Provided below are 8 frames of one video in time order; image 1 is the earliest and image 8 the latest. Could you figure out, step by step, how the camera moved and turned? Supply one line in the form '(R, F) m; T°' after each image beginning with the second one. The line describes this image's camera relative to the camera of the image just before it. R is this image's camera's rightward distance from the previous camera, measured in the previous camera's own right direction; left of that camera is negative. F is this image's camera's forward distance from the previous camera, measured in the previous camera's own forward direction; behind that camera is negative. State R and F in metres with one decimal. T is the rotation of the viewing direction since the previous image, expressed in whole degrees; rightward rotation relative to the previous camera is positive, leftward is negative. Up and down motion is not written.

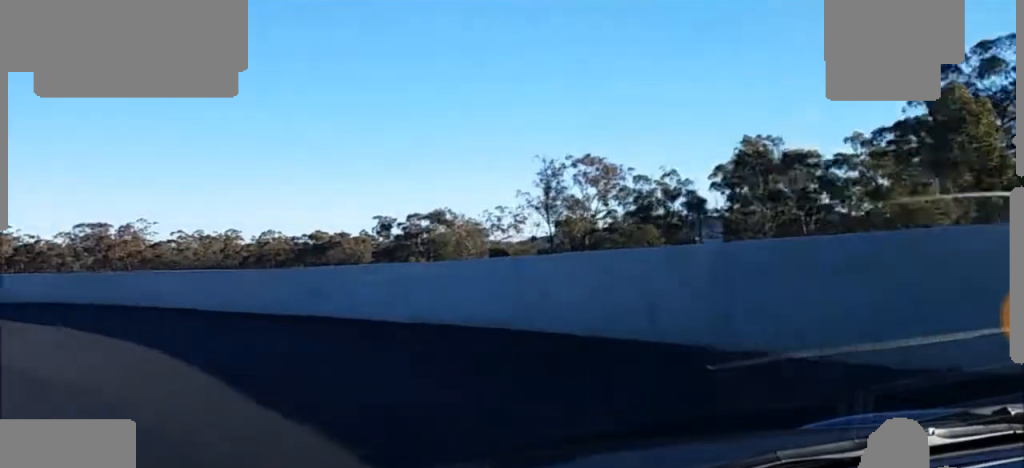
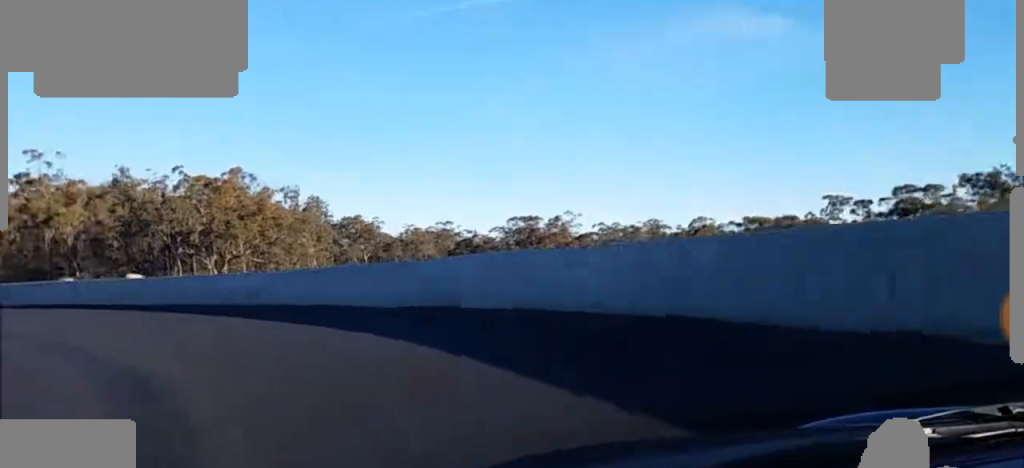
(-2.4, +23.6) m; -21°
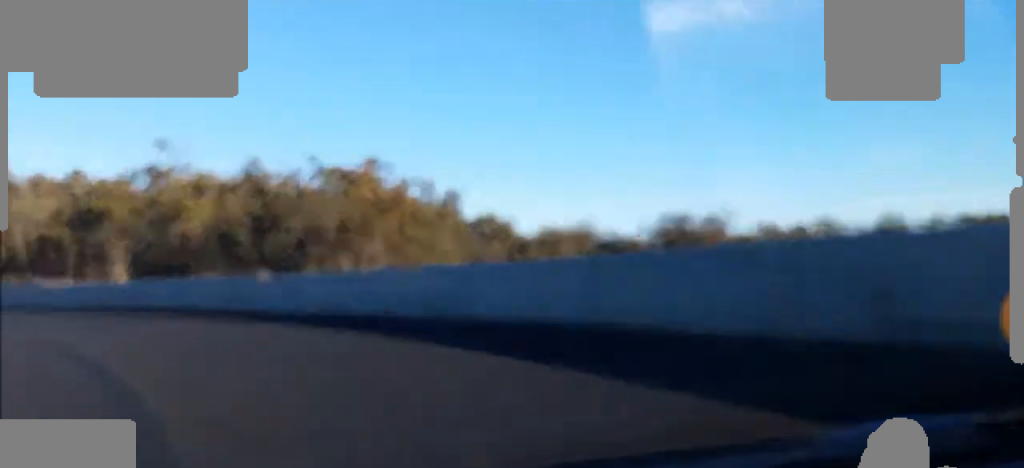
(-2.2, +10.4) m; -8°
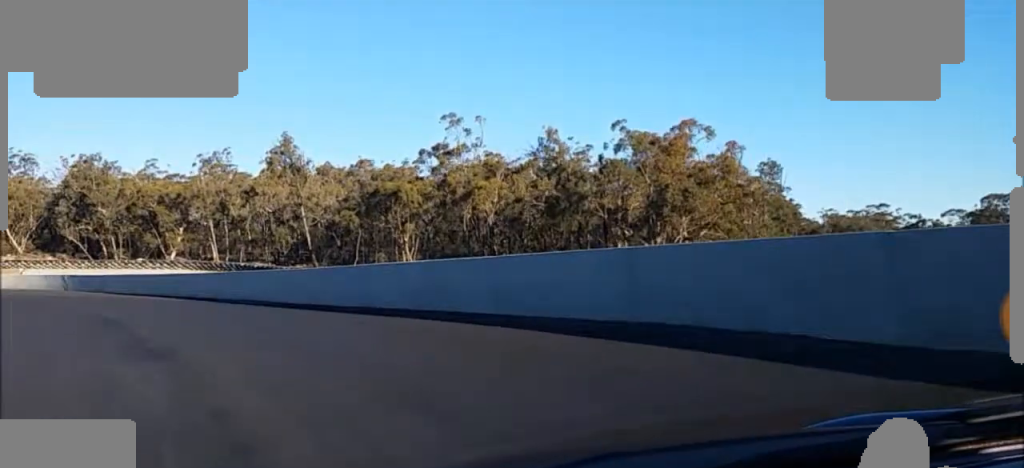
(-2.7, +20.2) m; -16°
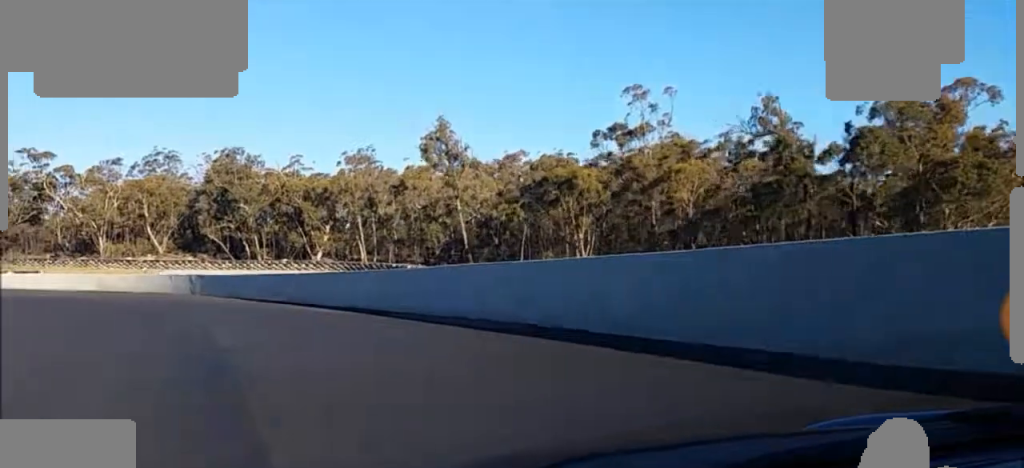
(+0.9, +13.7) m; -10°
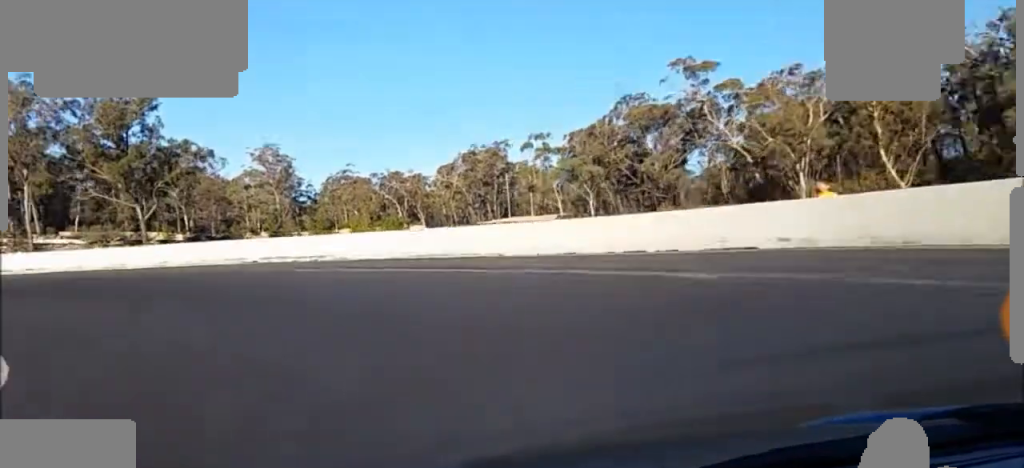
(-21.8, +51.2) m; -40°
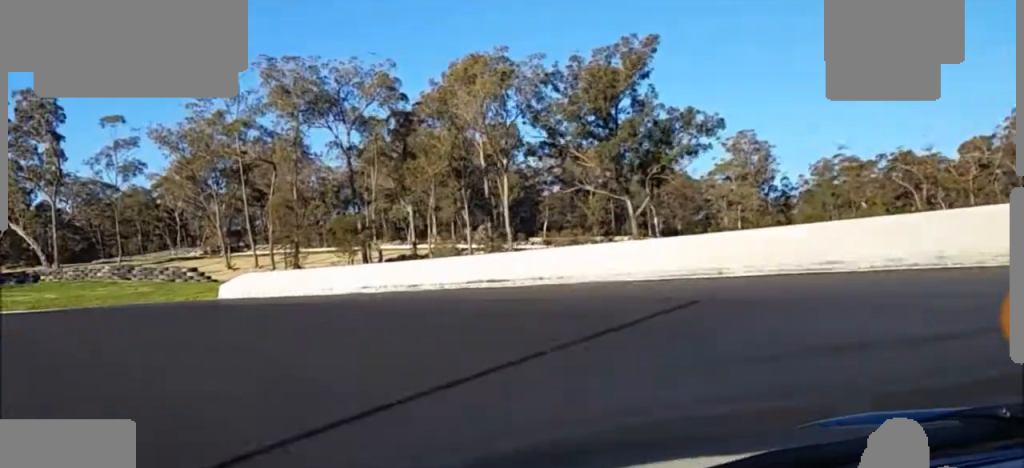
(-5.7, +26.6) m; -28°
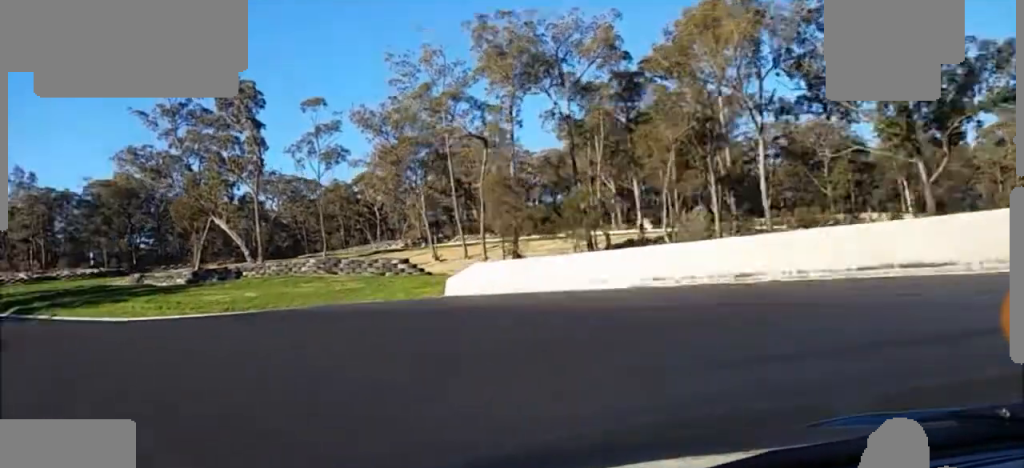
(-0.4, +10.8) m; -13°
